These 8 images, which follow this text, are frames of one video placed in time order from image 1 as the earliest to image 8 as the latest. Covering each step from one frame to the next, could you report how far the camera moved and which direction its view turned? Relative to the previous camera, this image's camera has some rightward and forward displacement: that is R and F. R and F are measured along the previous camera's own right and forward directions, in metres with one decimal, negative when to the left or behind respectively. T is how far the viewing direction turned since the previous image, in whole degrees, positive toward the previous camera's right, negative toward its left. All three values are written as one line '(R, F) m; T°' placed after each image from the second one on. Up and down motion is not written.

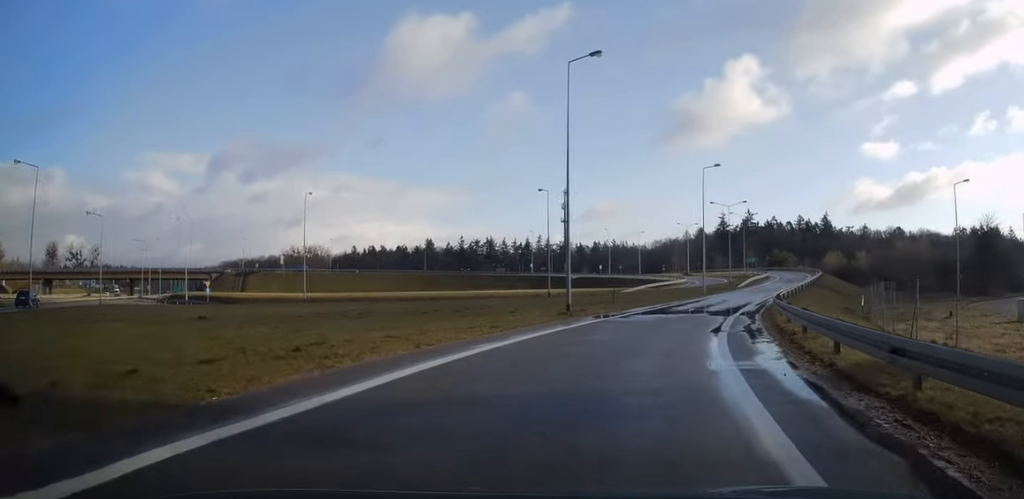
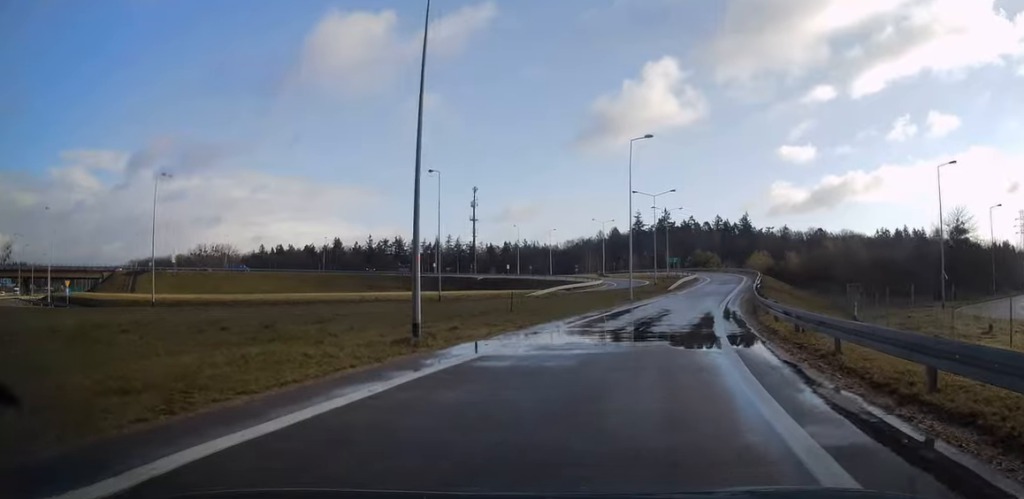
(+1.0, +12.2) m; +7°
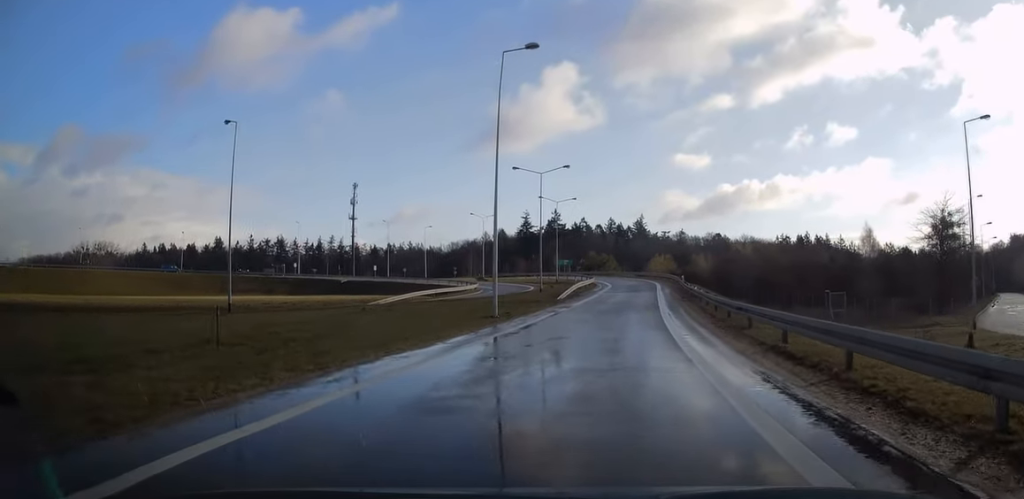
(+1.6, +18.6) m; +9°
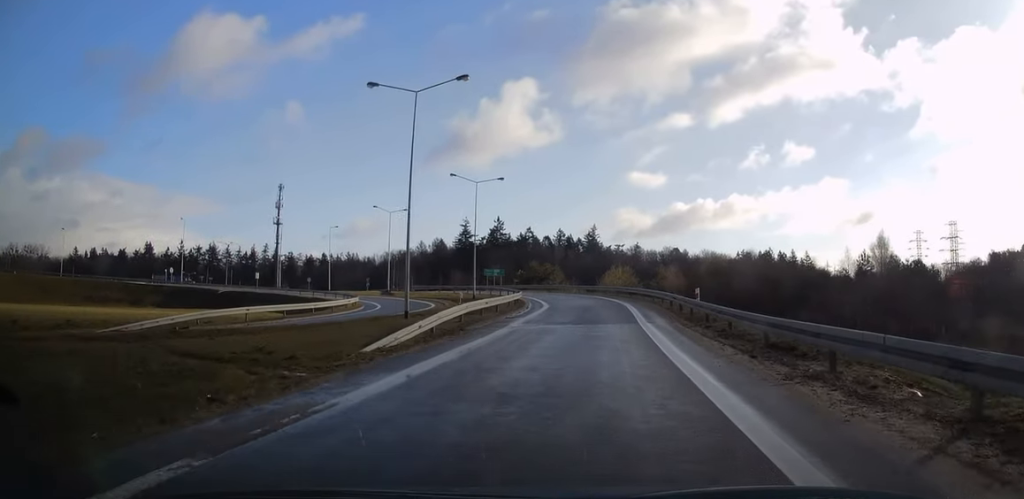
(+2.0, +27.5) m; +6°
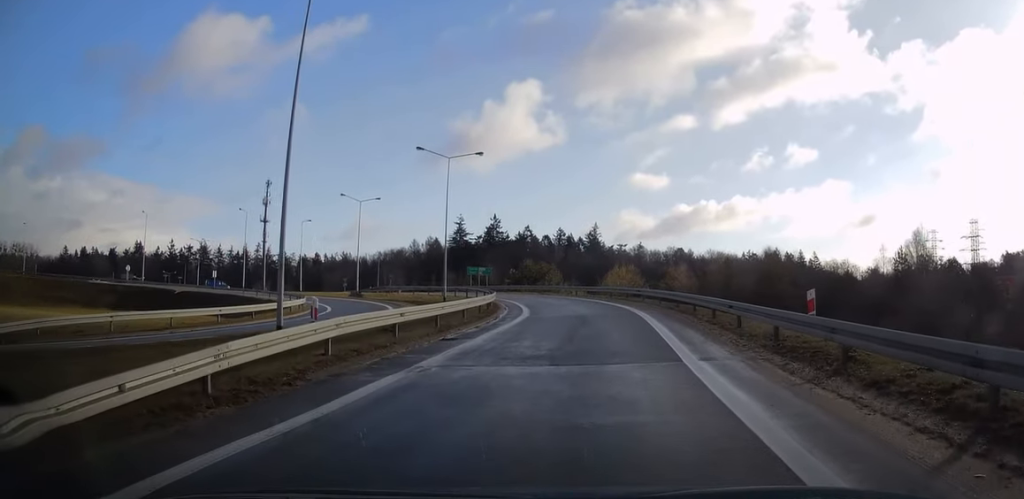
(+0.1, +12.0) m; 0°
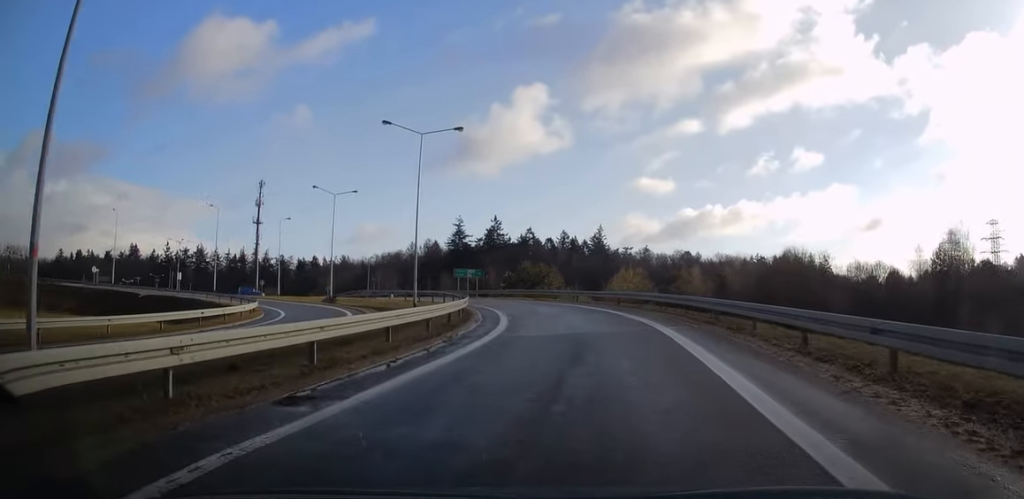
(0.0, +9.1) m; -1°
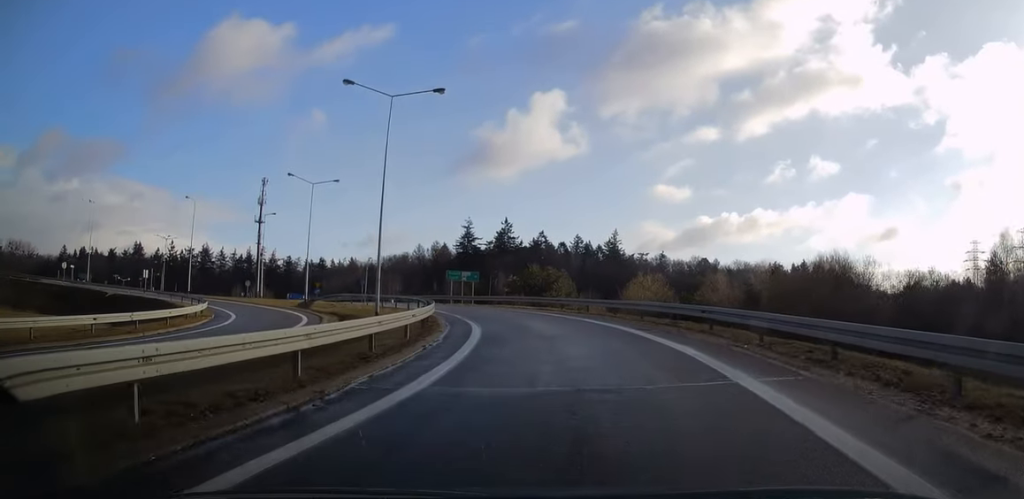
(0.0, +9.2) m; -2°
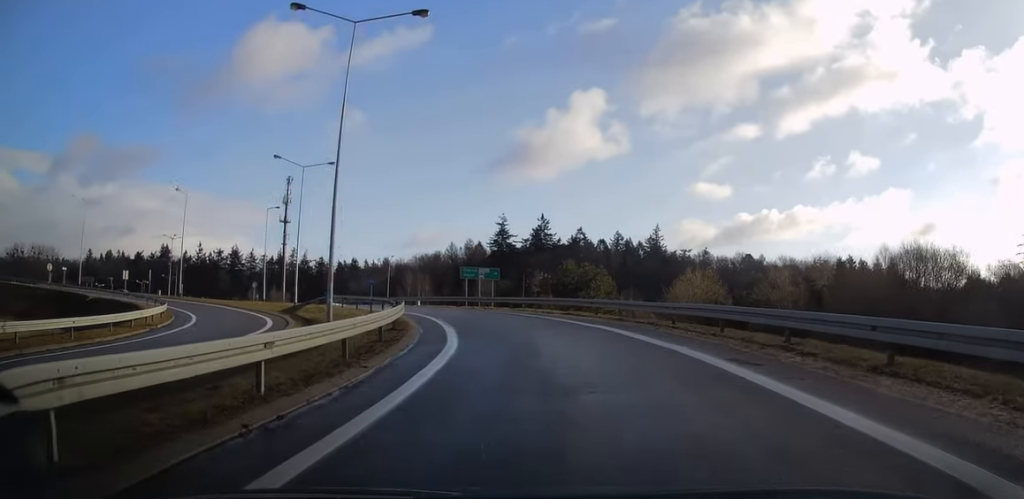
(0.0, +9.7) m; -4°
